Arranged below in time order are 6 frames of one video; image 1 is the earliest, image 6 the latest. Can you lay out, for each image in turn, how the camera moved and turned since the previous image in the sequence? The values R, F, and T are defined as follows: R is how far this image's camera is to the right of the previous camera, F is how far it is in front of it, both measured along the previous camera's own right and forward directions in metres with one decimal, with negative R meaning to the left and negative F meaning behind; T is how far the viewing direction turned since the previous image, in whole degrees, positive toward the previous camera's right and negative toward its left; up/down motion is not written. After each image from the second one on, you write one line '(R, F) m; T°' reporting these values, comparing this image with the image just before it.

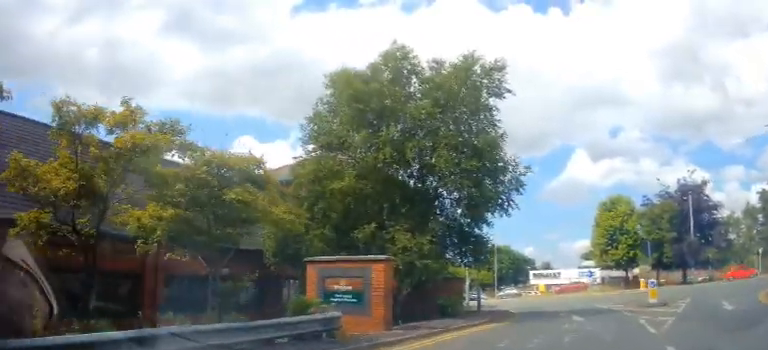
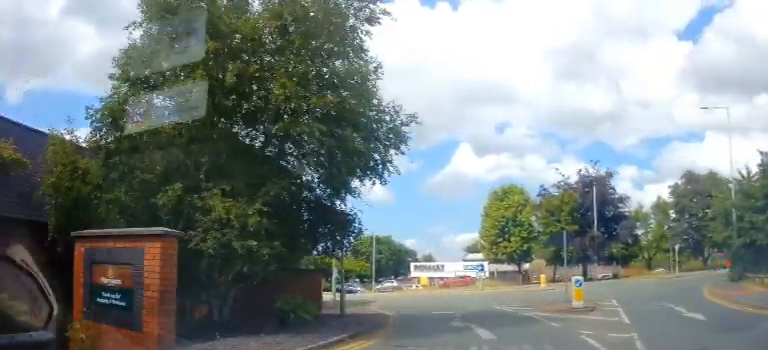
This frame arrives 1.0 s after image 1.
(+0.9, +4.4) m; +15°
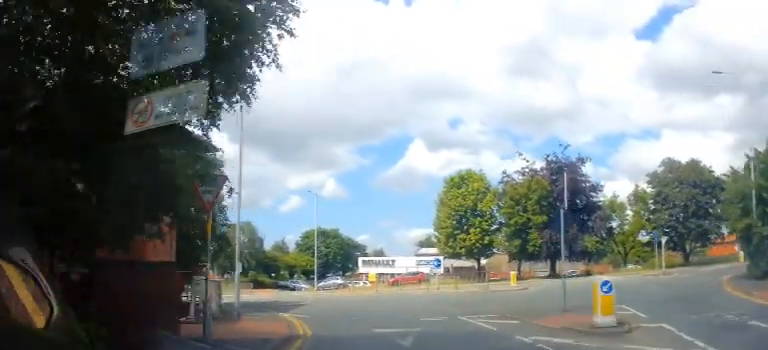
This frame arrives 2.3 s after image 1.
(+0.5, +5.7) m; +9°
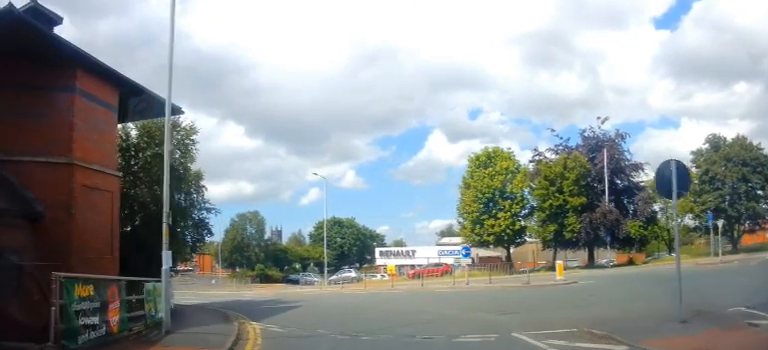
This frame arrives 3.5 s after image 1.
(0.0, +5.4) m; -3°
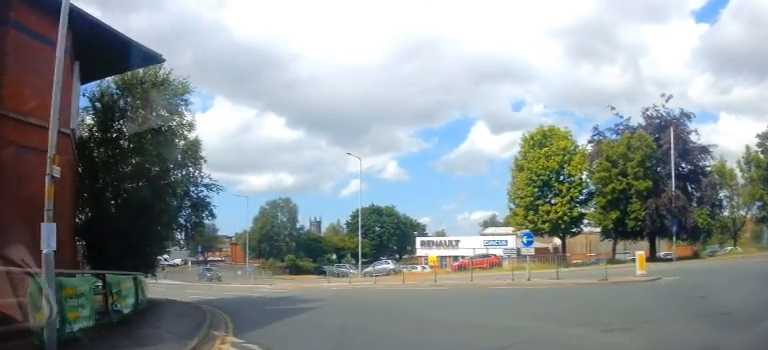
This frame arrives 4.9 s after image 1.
(-0.1, +5.1) m; -2°
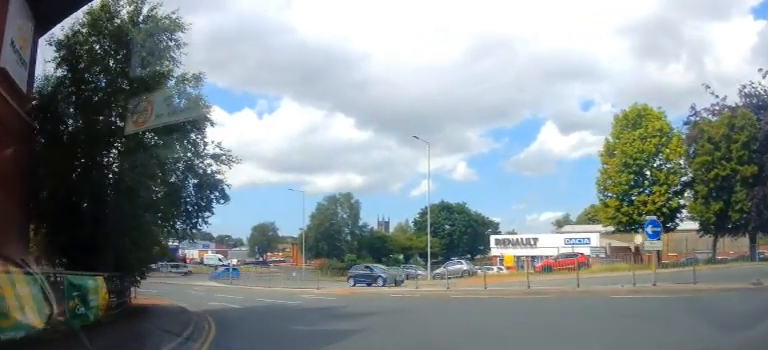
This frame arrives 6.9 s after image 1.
(-0.4, +5.3) m; -11°
